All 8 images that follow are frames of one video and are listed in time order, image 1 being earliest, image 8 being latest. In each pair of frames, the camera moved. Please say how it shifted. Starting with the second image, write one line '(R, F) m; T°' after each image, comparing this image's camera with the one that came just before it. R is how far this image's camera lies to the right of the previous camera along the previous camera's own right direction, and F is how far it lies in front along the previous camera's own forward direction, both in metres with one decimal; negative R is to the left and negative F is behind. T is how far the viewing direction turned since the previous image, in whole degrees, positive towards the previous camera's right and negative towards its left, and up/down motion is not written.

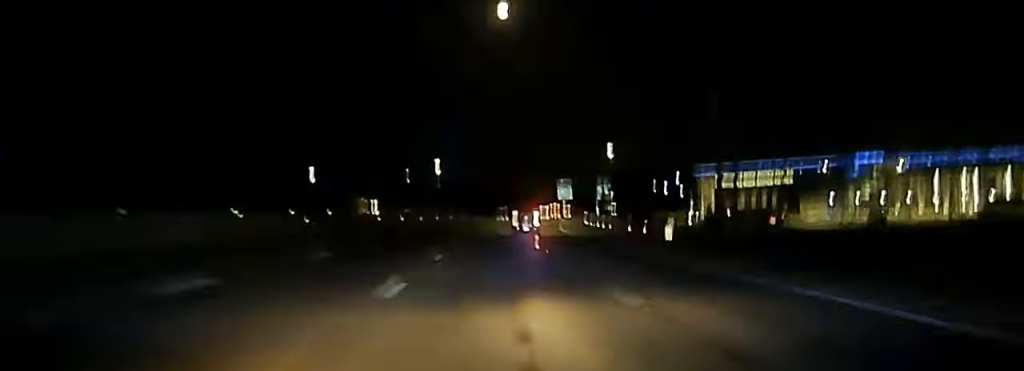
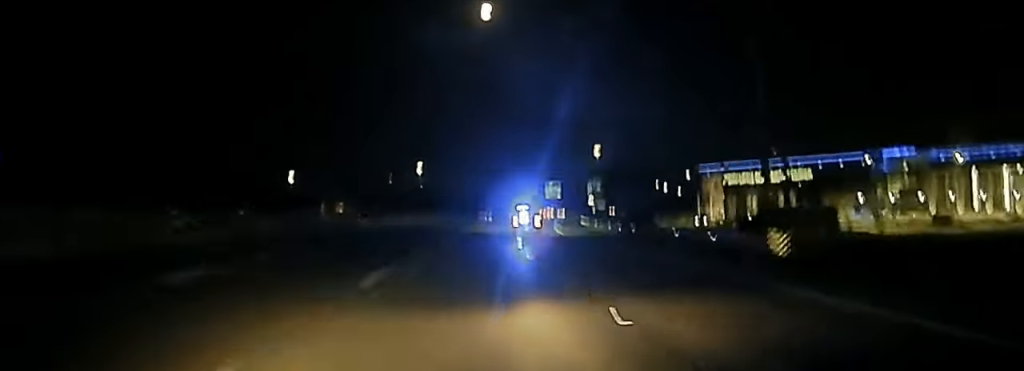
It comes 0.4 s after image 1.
(+0.1, +21.8) m; +1°
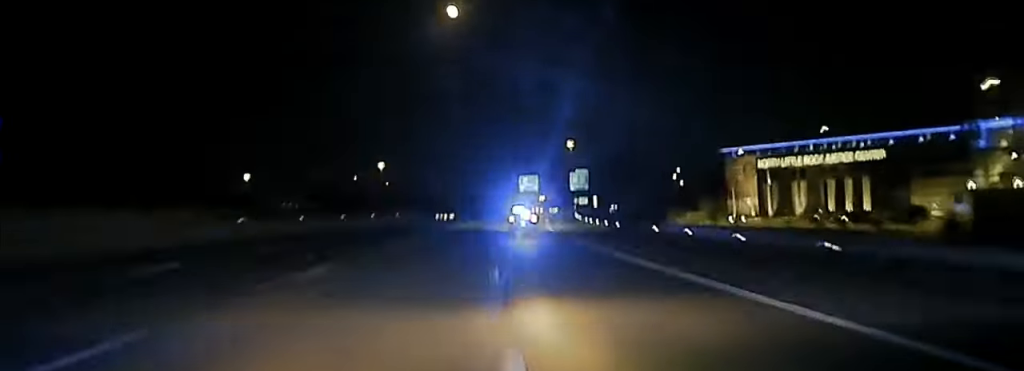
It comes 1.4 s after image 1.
(+0.9, +46.7) m; +2°
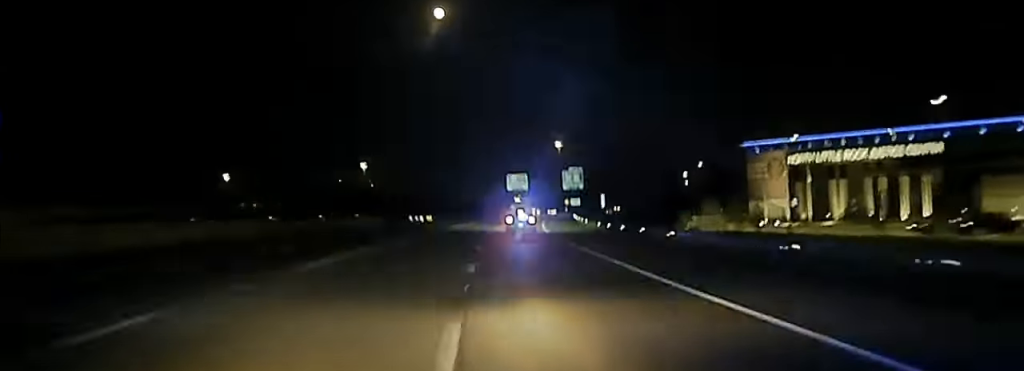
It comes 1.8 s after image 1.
(0.0, +21.7) m; +1°
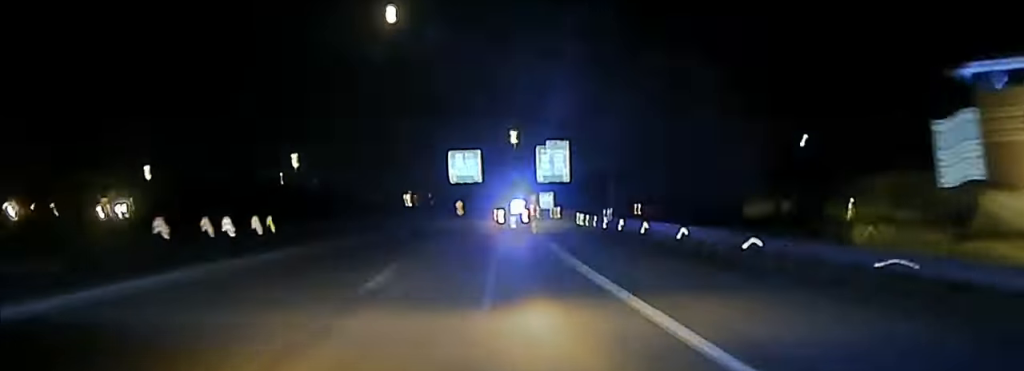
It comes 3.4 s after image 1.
(+2.6, +77.5) m; +3°
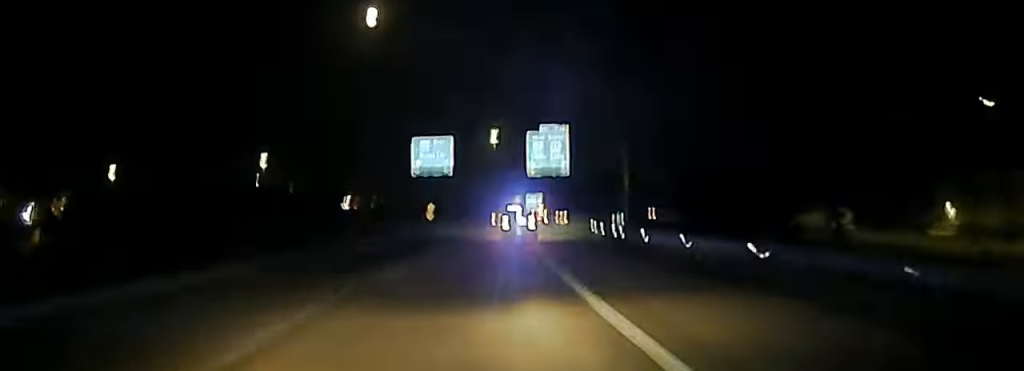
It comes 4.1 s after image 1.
(+0.3, +34.1) m; +2°
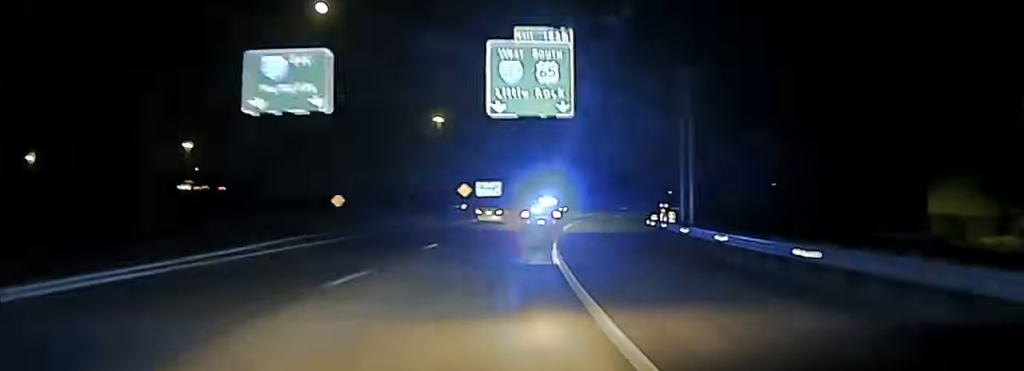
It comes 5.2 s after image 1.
(+1.4, +52.0) m; +3°
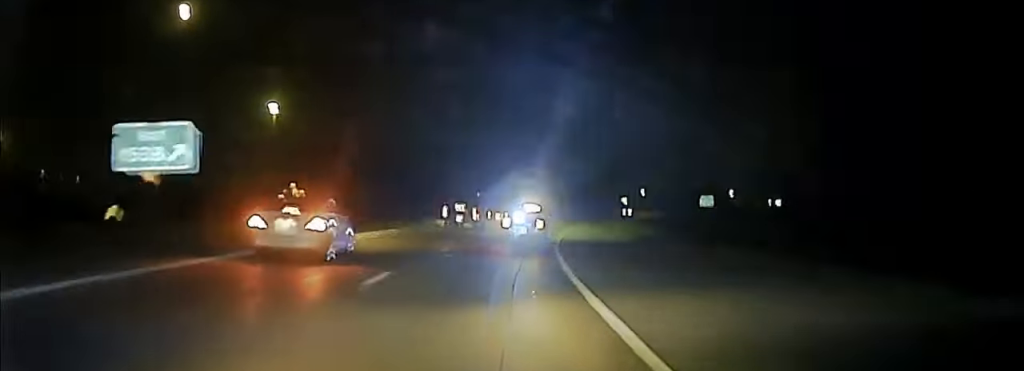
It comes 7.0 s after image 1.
(+4.8, +80.2) m; +9°
